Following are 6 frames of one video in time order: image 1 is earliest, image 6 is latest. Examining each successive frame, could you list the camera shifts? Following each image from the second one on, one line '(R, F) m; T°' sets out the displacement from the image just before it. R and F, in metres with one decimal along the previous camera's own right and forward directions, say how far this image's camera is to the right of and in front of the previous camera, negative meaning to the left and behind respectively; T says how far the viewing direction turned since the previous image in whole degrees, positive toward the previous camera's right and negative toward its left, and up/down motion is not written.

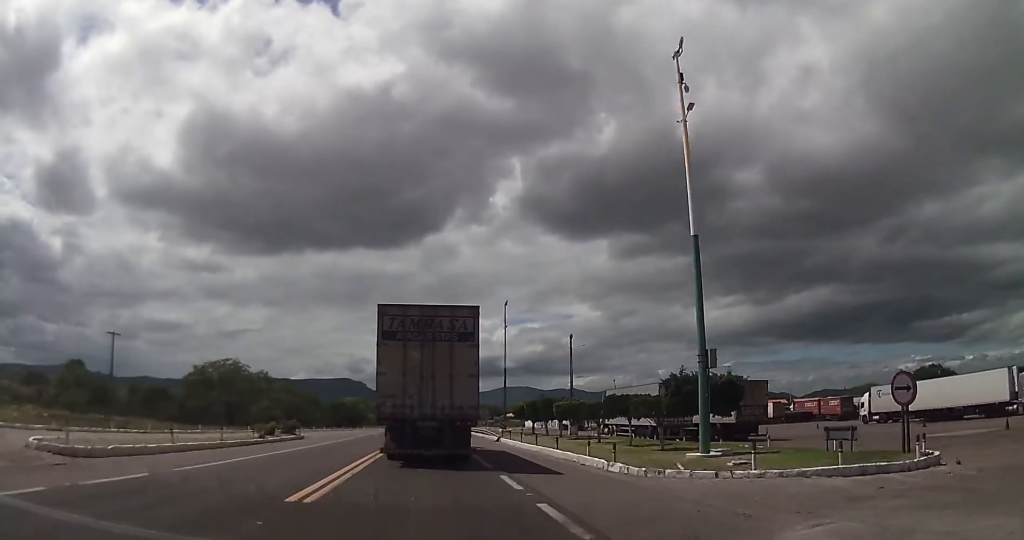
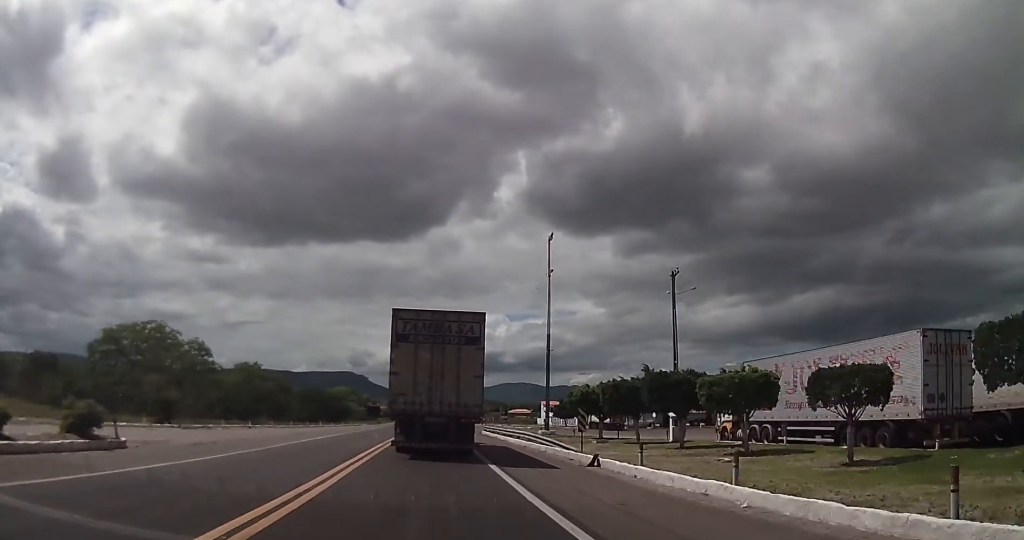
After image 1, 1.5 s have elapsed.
(-0.2, +26.3) m; -1°
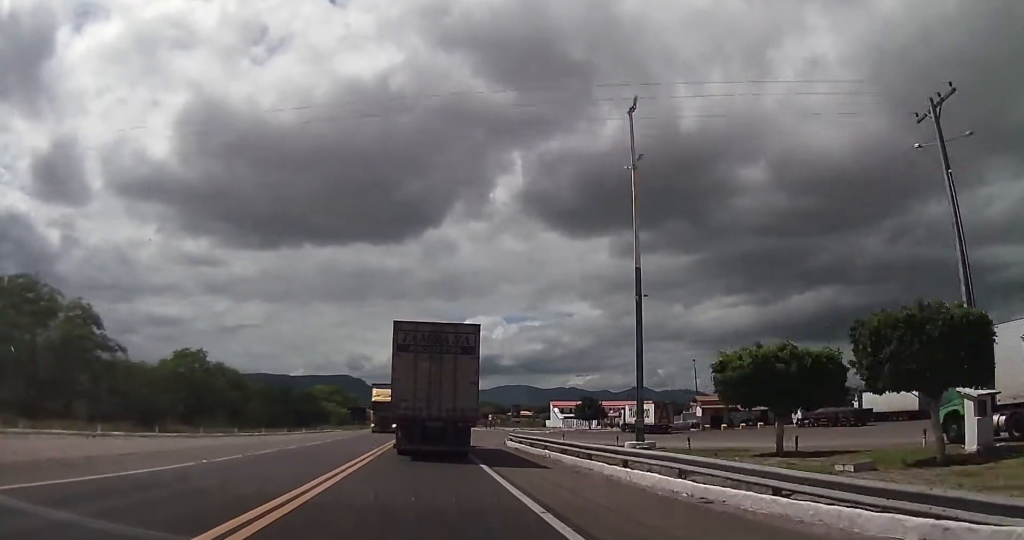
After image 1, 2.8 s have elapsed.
(0.0, +21.2) m; +1°
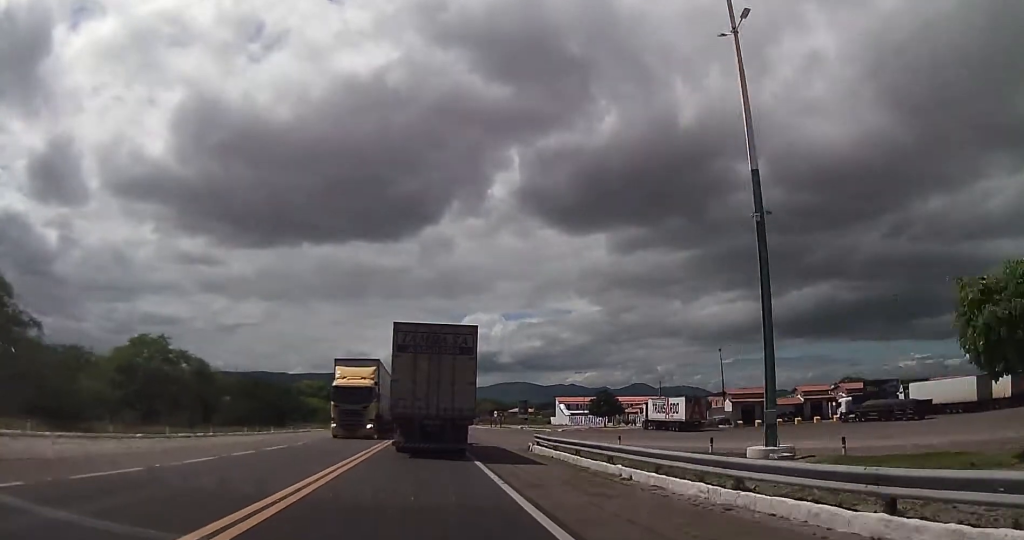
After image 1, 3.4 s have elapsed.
(+0.1, +10.5) m; +1°
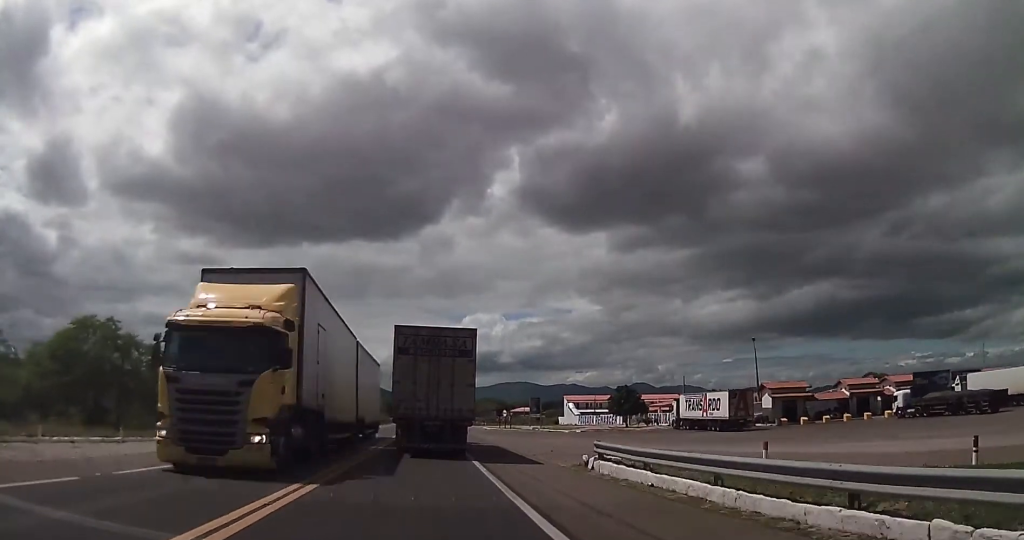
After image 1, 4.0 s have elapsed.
(+0.1, +11.0) m; 0°
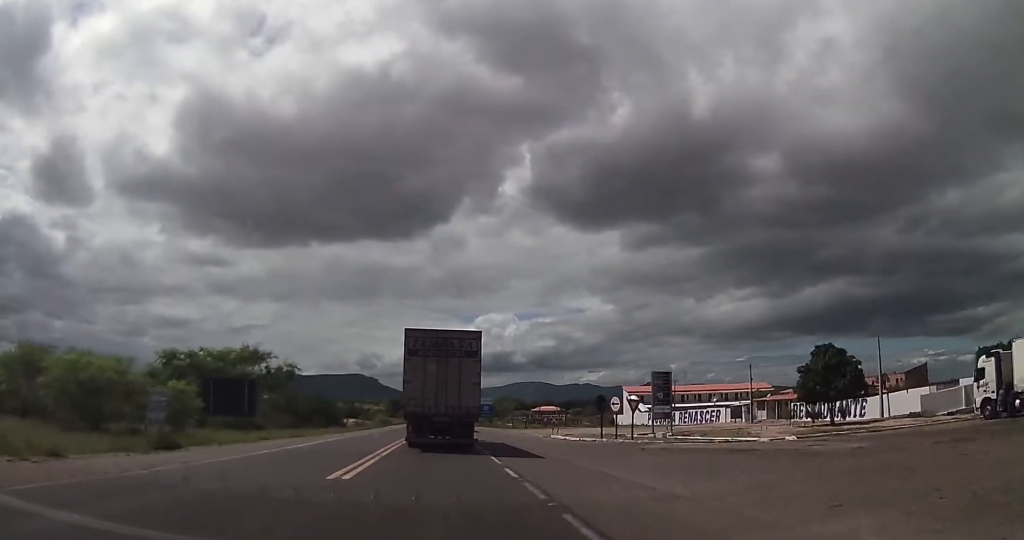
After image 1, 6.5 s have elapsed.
(-1.0, +48.8) m; -3°
